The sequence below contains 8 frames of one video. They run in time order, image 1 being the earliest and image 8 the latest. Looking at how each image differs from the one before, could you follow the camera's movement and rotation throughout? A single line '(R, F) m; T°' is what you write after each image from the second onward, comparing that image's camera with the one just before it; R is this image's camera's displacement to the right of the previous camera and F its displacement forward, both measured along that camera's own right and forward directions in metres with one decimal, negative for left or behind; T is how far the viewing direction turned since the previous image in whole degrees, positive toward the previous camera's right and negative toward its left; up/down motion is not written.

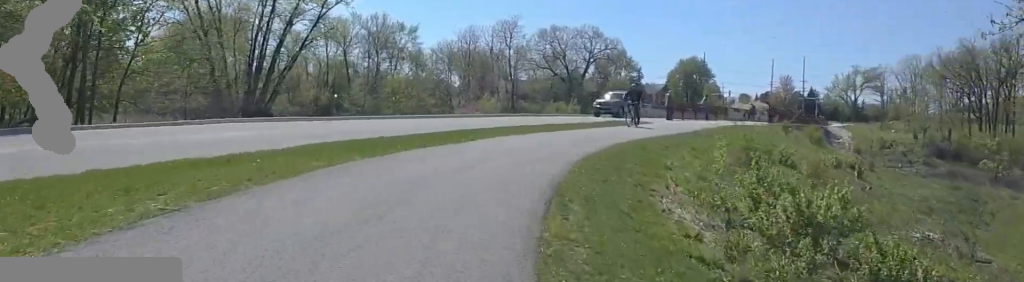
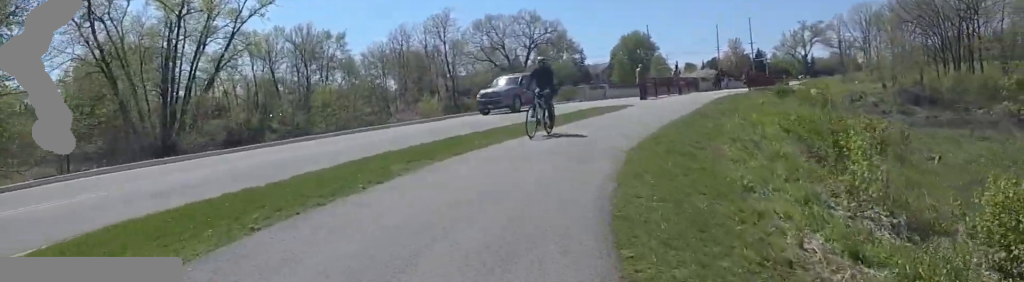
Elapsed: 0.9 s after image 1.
(0.0, +4.9) m; +1°
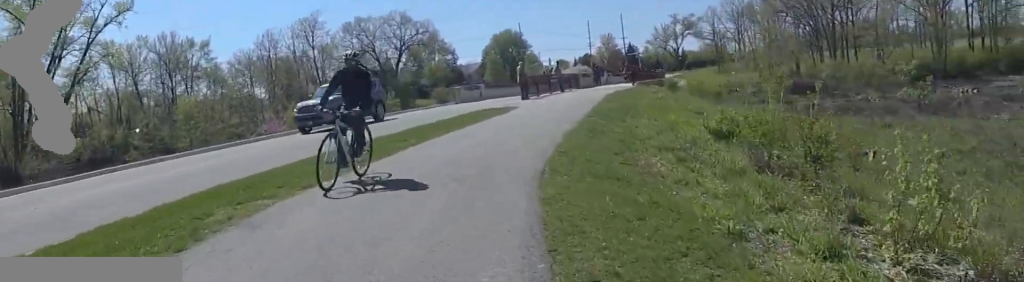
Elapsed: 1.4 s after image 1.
(0.0, +2.2) m; +1°
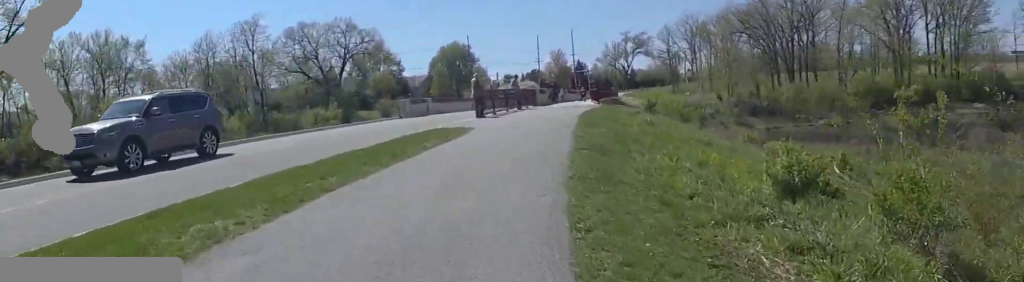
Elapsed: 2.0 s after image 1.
(+0.1, +3.3) m; +10°
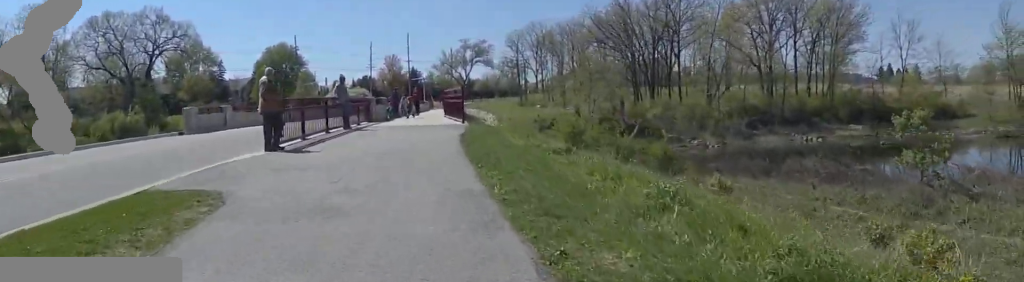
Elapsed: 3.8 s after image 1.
(+2.4, +9.0) m; +15°
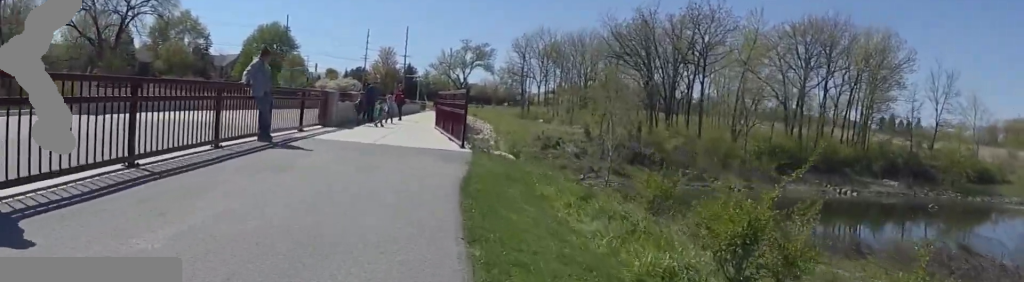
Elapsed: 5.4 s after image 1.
(-2.0, +8.3) m; -11°
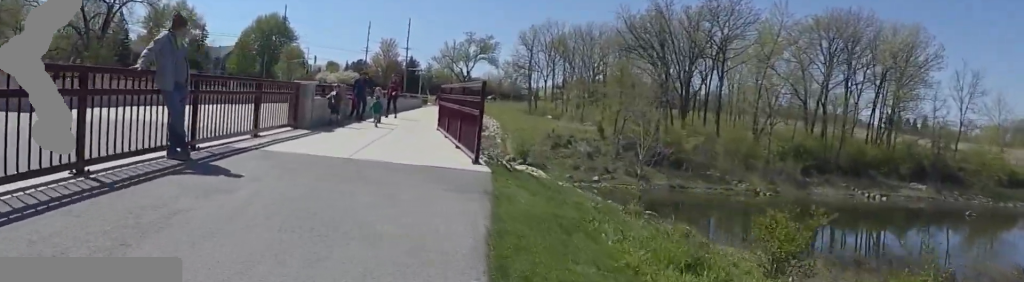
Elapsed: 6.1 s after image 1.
(+0.8, +4.2) m; +11°
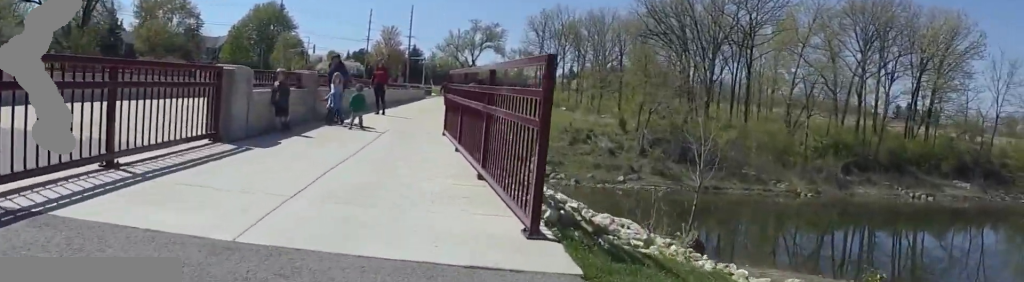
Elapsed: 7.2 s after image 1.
(+0.7, +5.5) m; -2°
